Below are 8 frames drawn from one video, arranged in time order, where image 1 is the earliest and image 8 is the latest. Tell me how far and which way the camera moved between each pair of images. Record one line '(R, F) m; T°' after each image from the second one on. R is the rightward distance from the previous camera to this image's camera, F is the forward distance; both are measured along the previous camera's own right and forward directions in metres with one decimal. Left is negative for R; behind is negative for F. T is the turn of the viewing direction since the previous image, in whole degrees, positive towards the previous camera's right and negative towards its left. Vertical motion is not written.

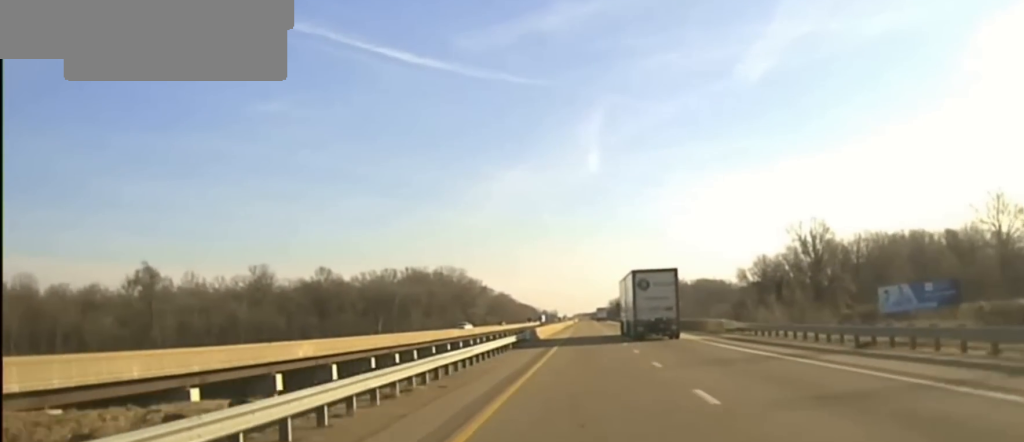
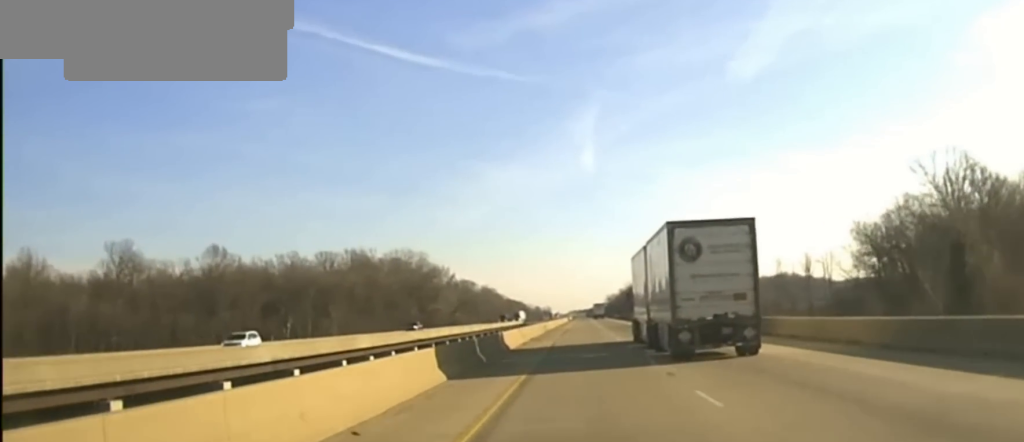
(+0.5, +69.0) m; 0°
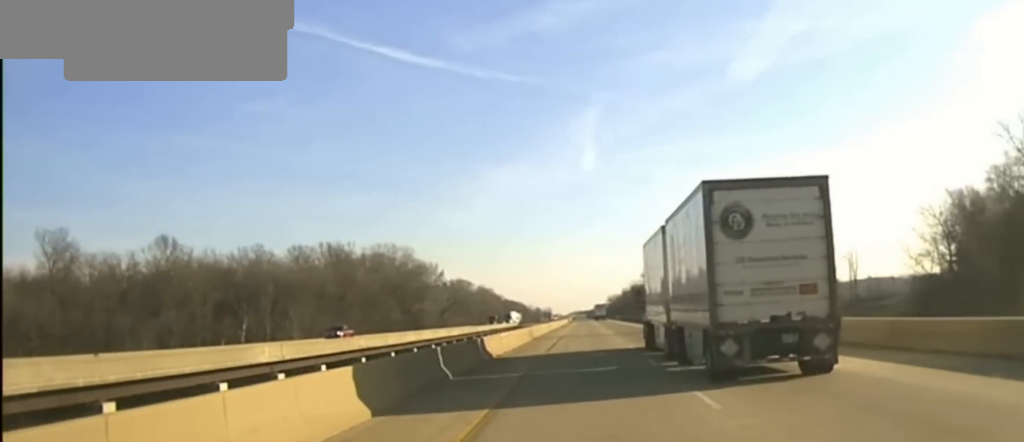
(0.0, +24.6) m; 0°
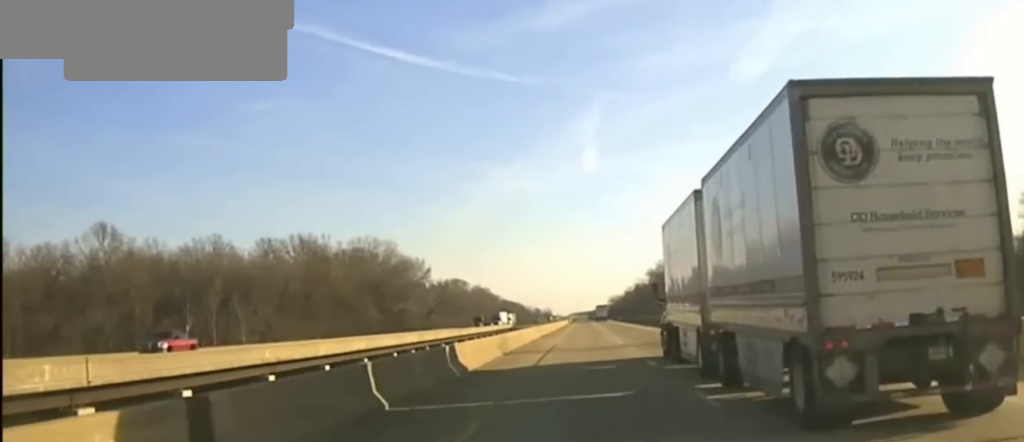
(0.0, +20.1) m; 0°
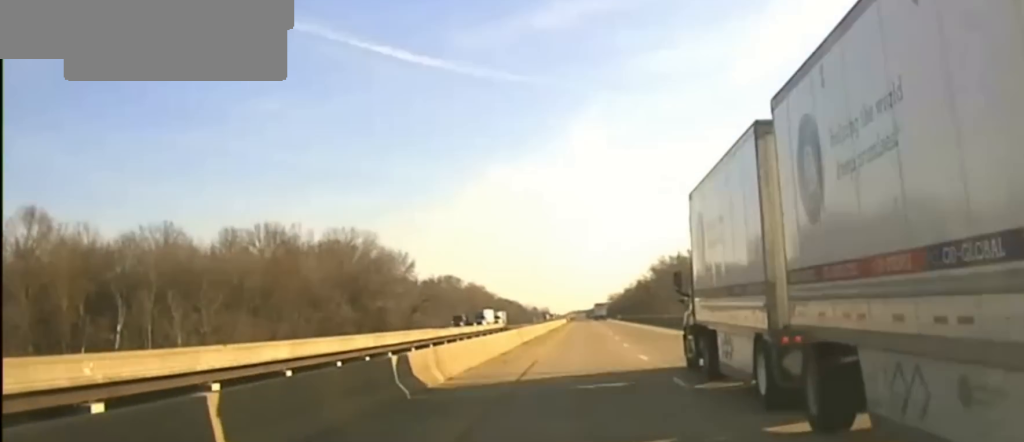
(0.0, +22.2) m; 0°
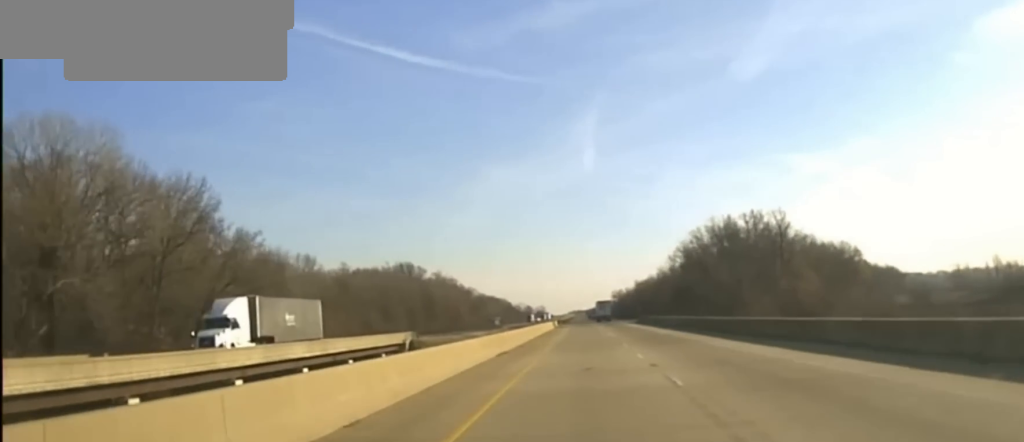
(-0.8, +135.9) m; 0°
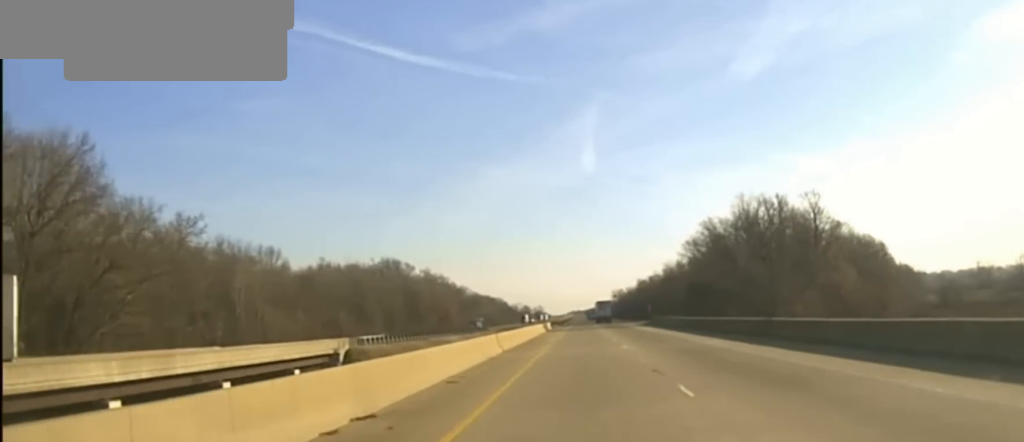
(+0.3, +27.0) m; 0°
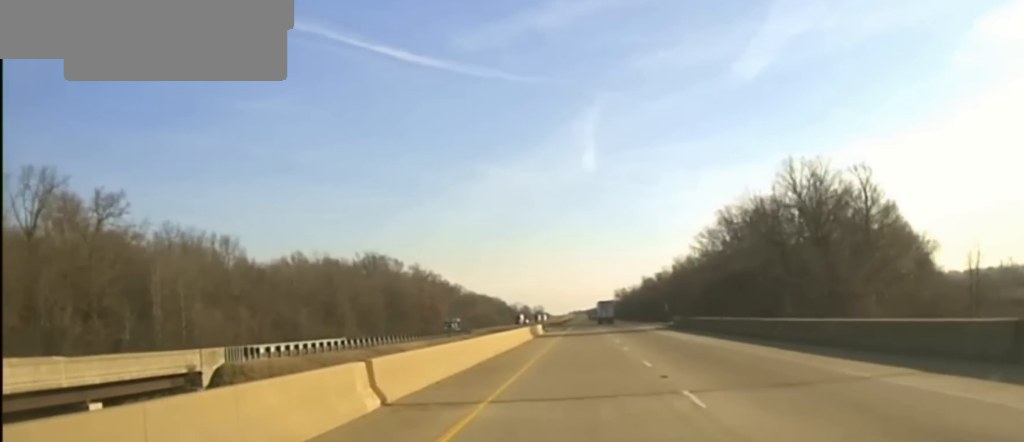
(+0.1, +27.5) m; 0°
